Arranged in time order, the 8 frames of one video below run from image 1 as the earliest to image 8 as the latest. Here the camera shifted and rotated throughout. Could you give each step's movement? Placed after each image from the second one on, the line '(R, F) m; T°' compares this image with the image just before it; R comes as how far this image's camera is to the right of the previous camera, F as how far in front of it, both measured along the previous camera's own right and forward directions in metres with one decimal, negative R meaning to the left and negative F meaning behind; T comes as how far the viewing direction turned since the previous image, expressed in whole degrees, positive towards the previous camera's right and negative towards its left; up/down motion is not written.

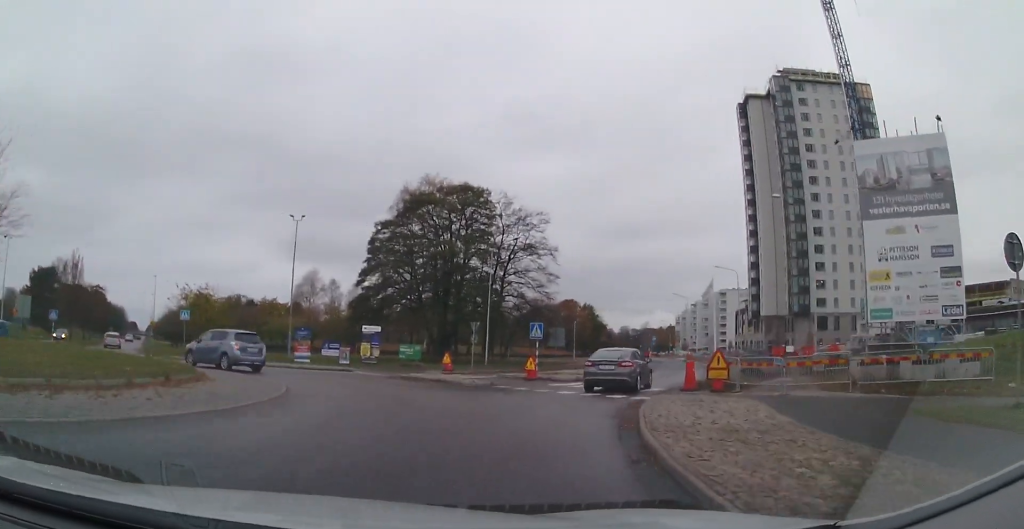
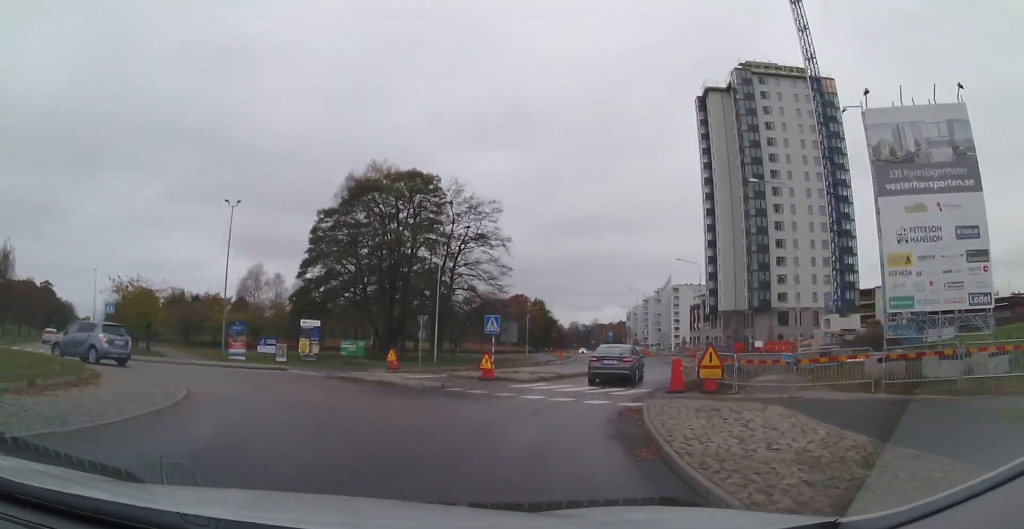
(-0.2, +3.4) m; +4°
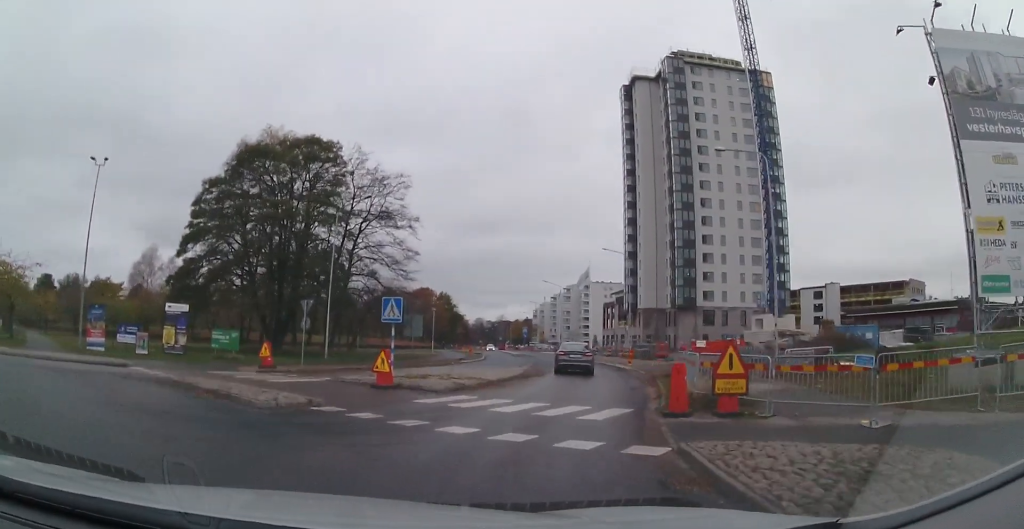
(+0.7, +6.4) m; +11°
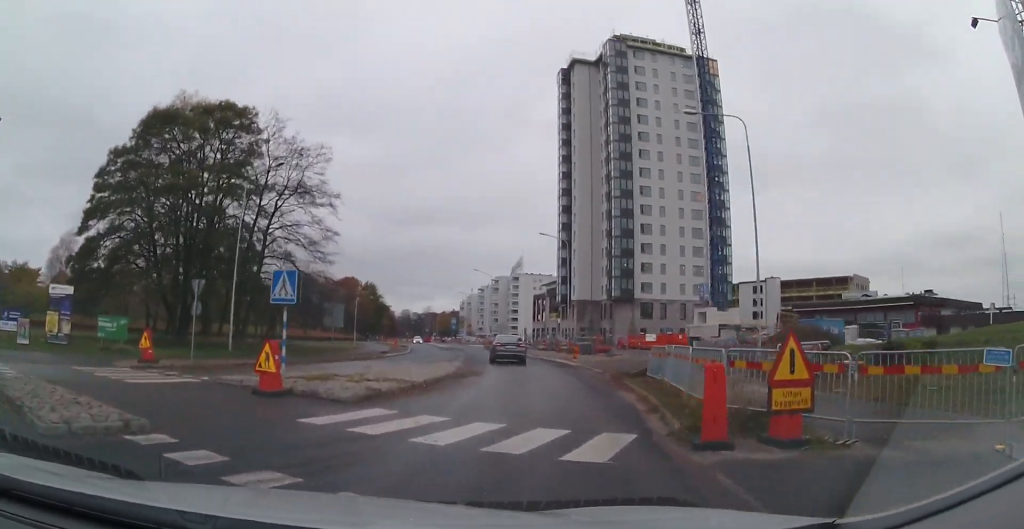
(+0.3, +4.3) m; +5°
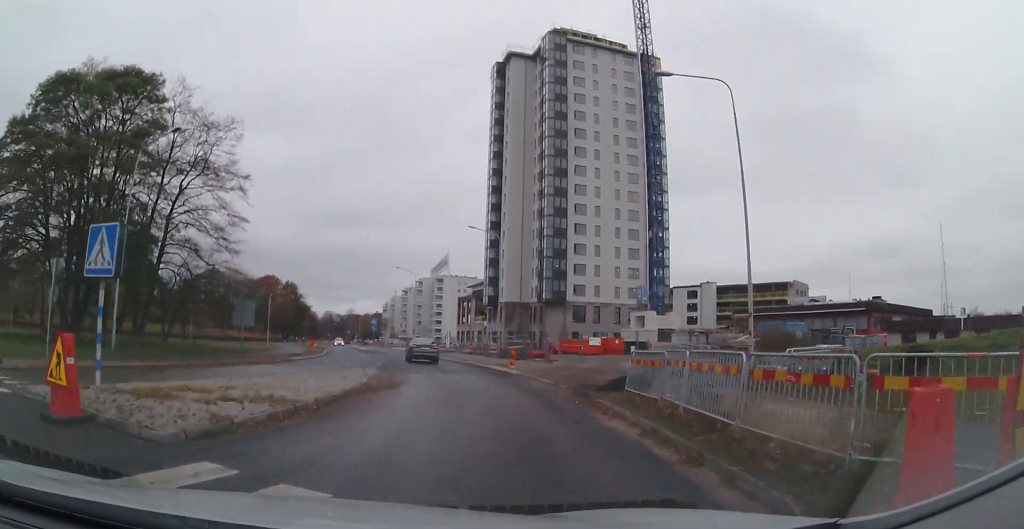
(+0.2, +4.6) m; +4°
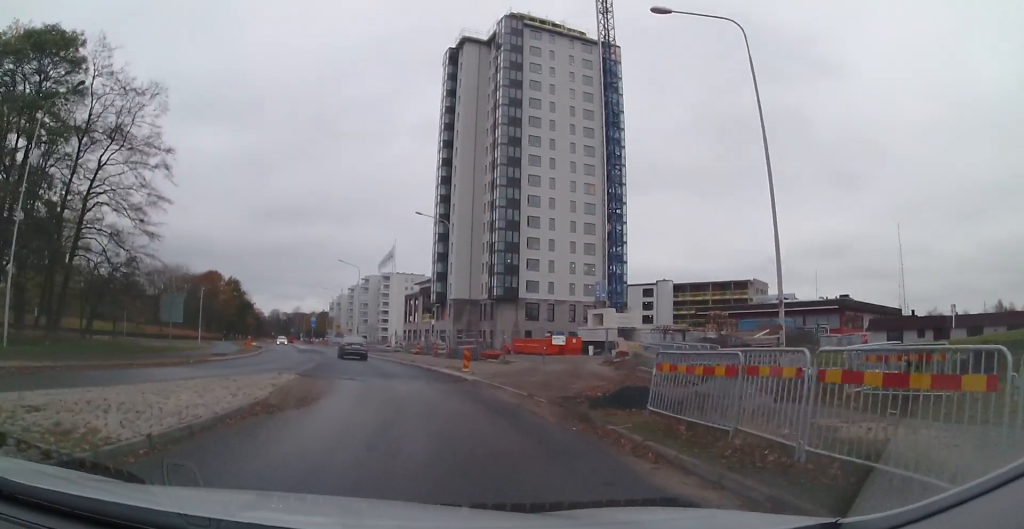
(+0.1, +4.4) m; +1°
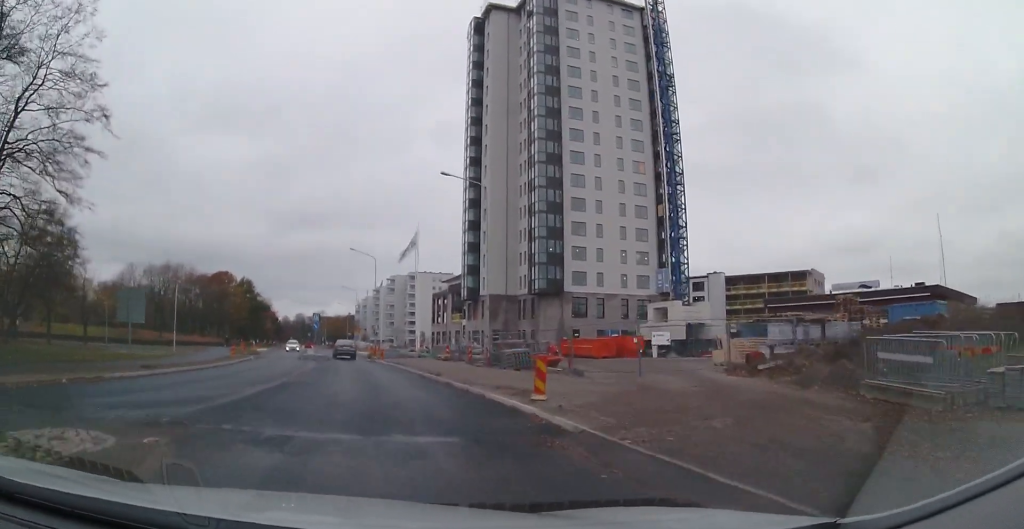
(+0.2, +10.8) m; +1°
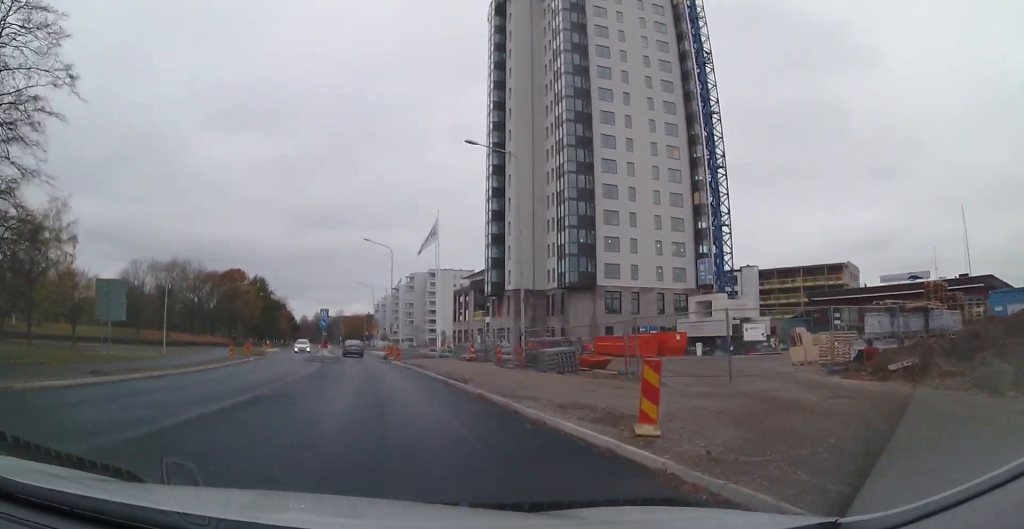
(+0.2, +5.0) m; -2°
